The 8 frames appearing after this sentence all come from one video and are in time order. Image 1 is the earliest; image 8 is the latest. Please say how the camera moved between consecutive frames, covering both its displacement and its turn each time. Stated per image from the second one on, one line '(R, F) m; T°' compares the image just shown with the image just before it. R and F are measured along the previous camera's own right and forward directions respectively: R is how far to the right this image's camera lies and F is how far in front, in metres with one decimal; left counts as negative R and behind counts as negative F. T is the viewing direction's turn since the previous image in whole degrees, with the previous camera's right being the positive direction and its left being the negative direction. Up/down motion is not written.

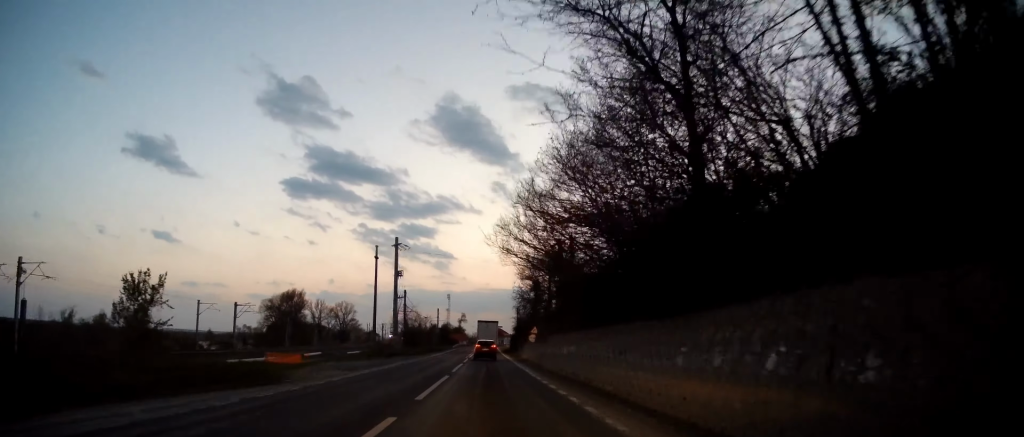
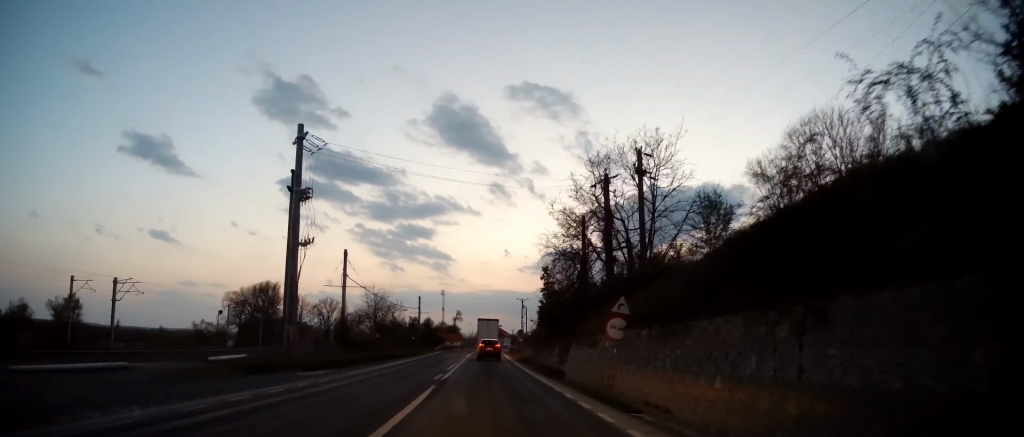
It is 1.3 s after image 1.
(-0.6, +29.7) m; -1°
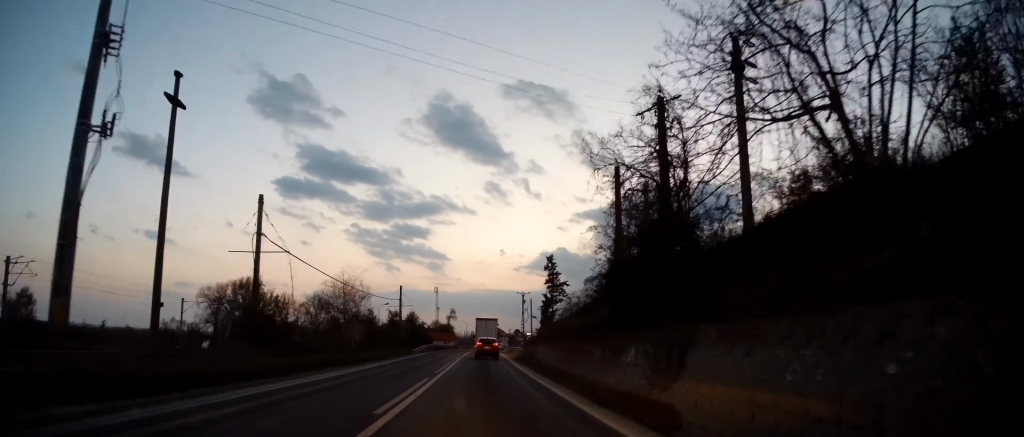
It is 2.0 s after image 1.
(0.0, +15.4) m; 0°
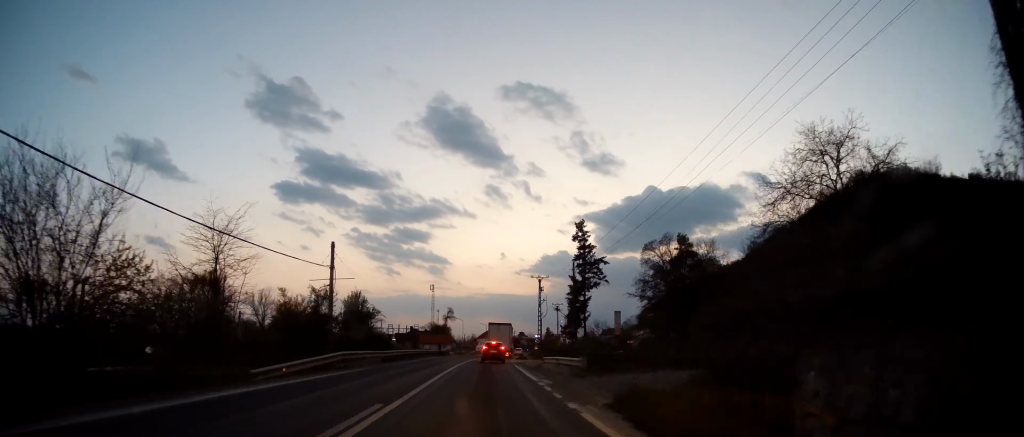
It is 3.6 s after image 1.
(0.0, +32.5) m; 0°
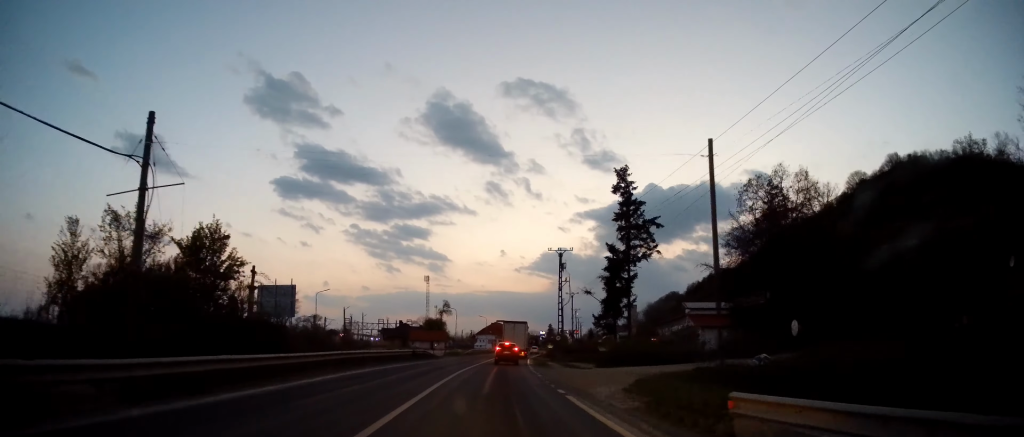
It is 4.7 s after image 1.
(0.0, +22.9) m; +2°
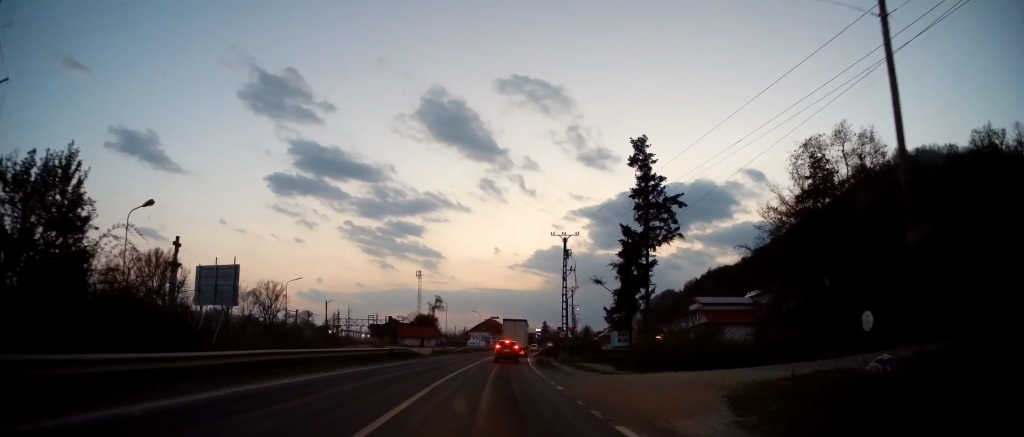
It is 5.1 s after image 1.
(+0.1, +7.7) m; 0°
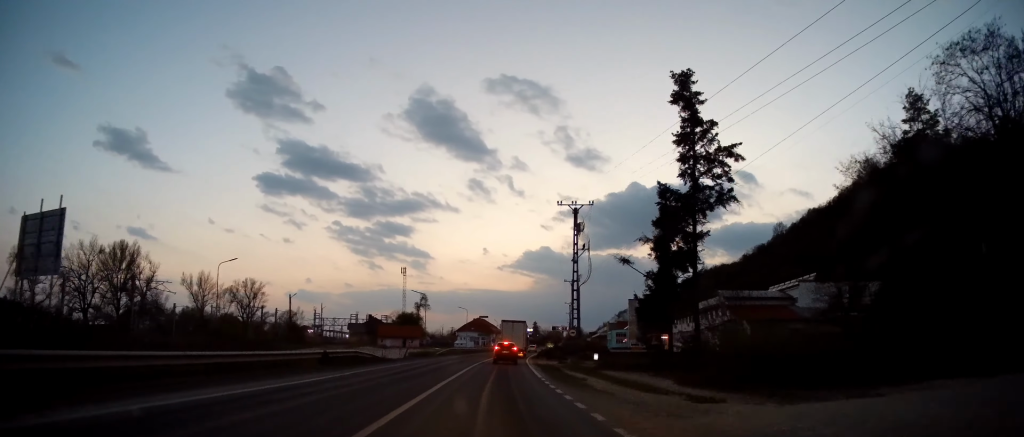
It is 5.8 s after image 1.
(+0.4, +12.8) m; 0°
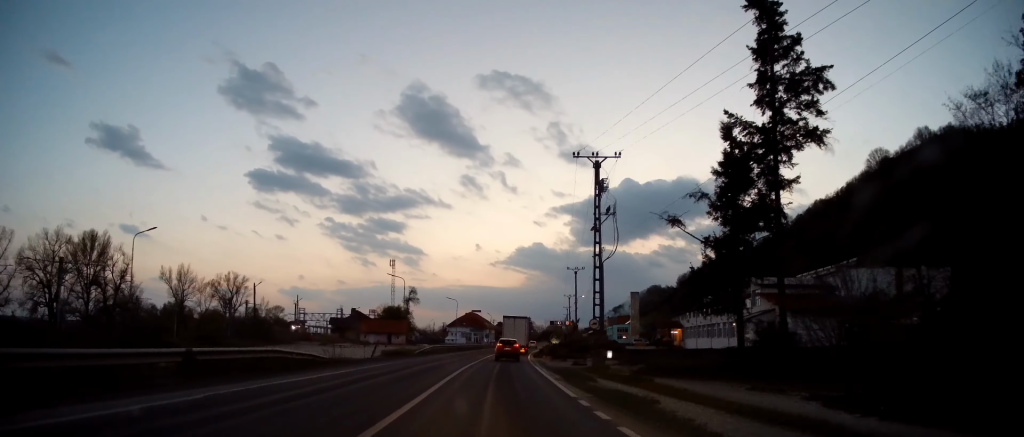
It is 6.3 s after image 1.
(-0.2, +10.4) m; 0°
